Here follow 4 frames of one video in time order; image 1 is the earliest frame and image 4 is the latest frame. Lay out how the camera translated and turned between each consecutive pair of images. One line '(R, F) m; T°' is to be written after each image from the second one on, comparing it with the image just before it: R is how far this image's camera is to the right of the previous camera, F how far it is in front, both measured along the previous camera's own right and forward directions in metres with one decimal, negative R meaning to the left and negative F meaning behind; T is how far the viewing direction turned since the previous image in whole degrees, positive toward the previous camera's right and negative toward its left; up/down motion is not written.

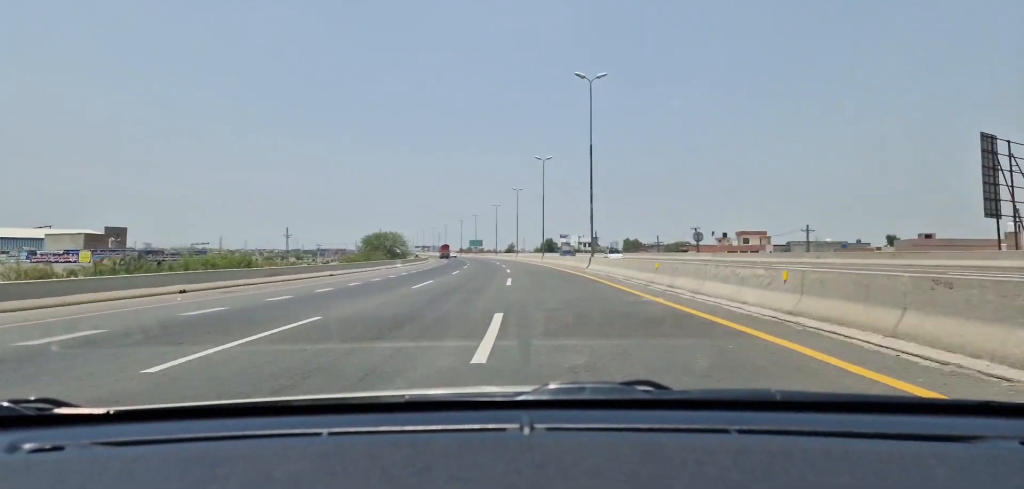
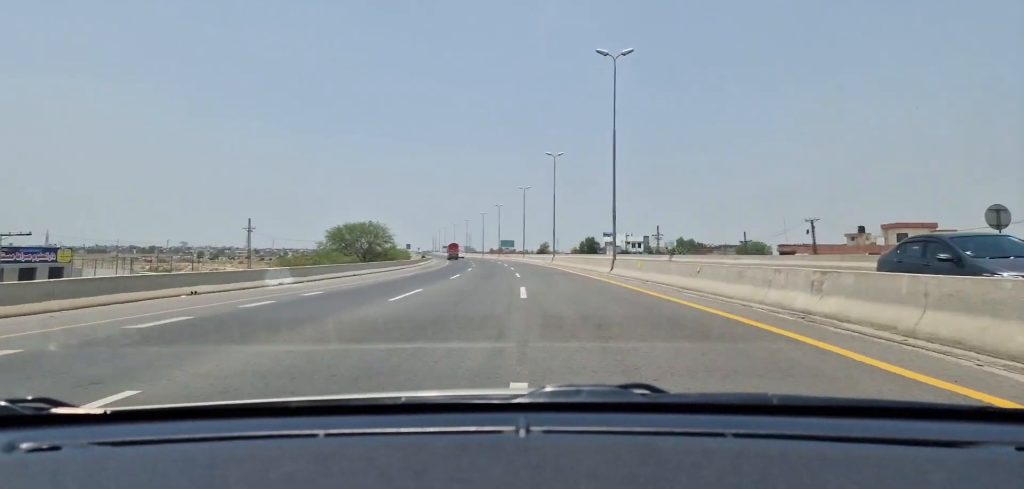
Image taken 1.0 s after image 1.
(-1.1, +43.7) m; -3°
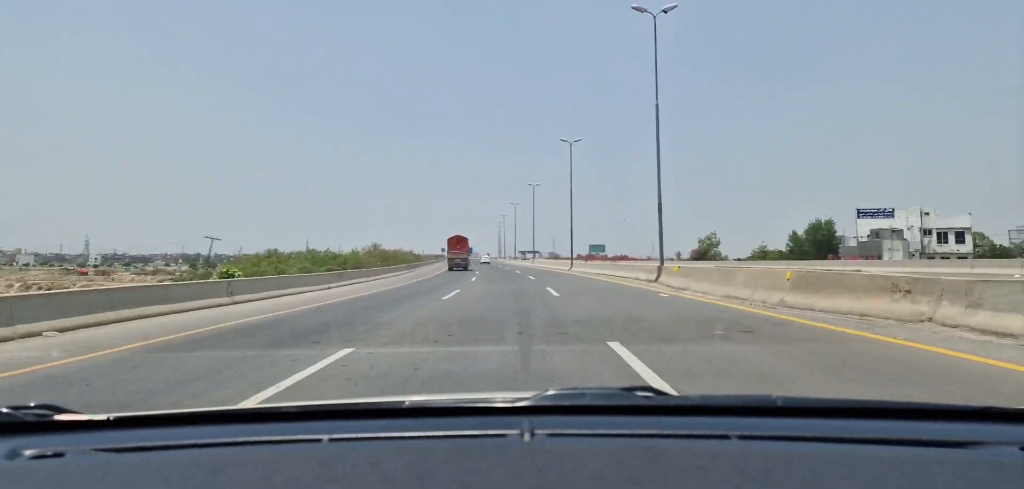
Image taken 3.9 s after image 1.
(-6.7, +125.5) m; -6°
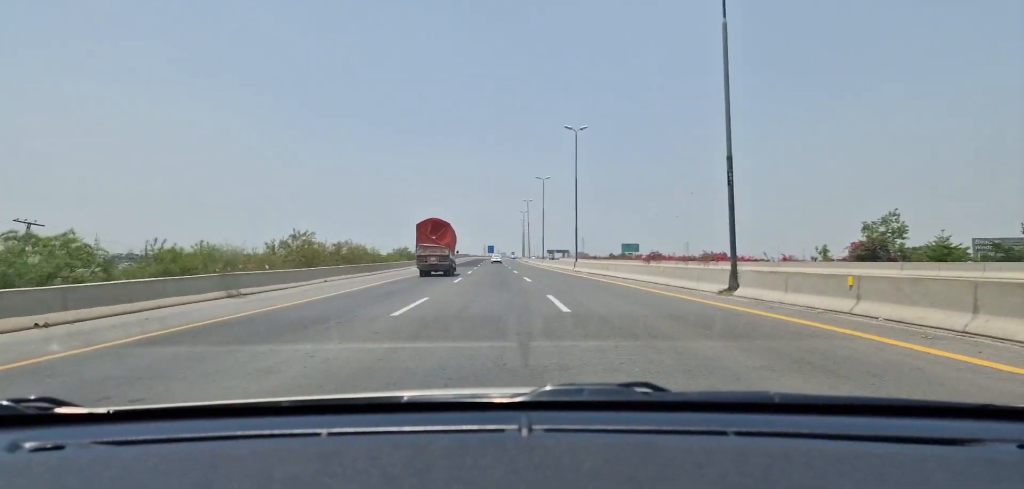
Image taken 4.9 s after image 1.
(-1.1, +45.1) m; -2°
